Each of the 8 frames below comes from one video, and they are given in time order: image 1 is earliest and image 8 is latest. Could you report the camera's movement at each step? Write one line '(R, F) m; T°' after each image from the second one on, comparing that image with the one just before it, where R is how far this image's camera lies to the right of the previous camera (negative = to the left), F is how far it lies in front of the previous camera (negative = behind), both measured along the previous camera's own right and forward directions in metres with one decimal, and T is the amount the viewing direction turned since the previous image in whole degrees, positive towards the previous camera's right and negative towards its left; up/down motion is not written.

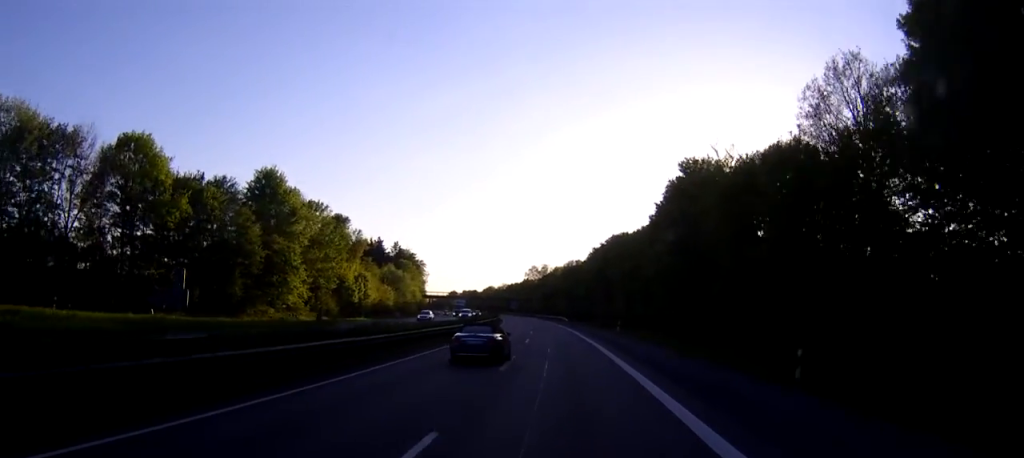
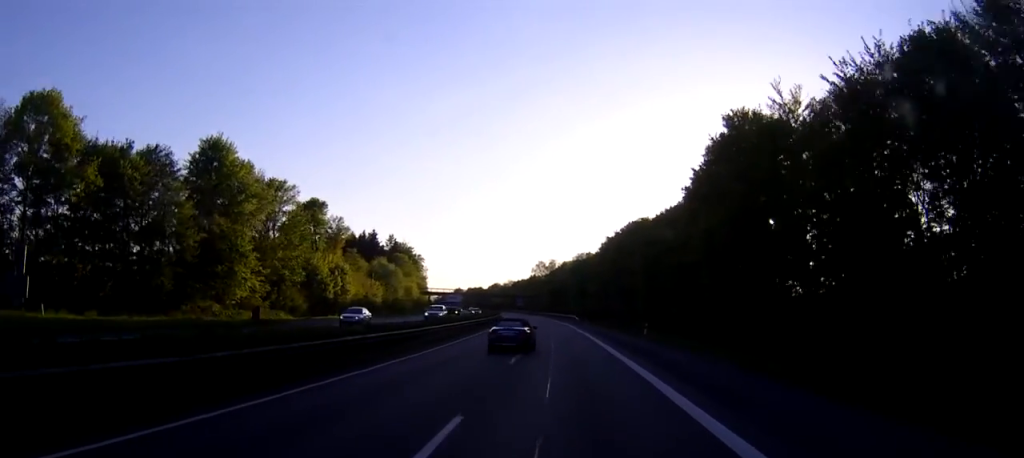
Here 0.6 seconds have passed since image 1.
(-0.2, +16.5) m; -1°
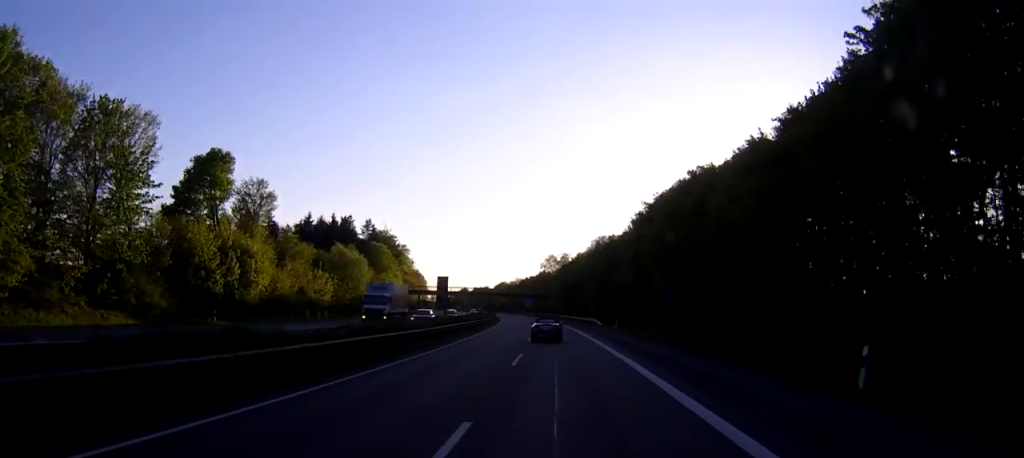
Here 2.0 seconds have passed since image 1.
(-0.2, +36.6) m; -1°
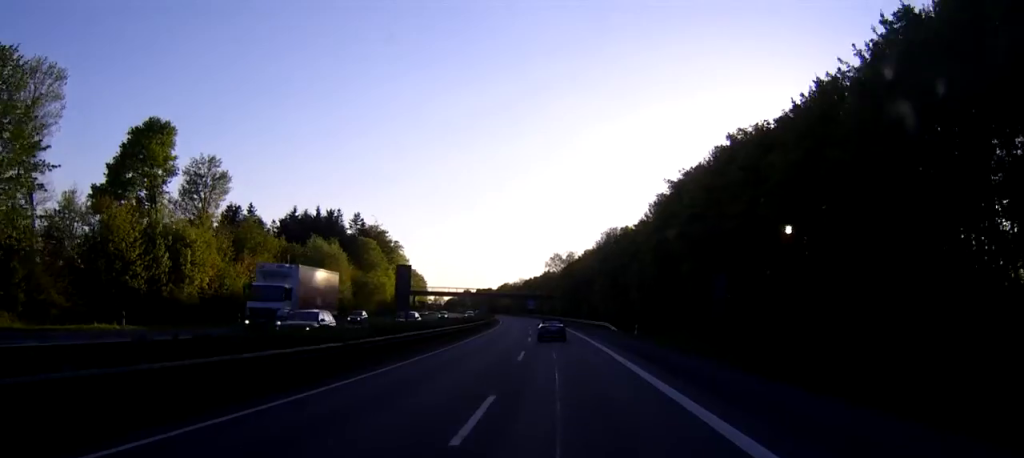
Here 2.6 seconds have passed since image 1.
(0.0, +13.9) m; 0°
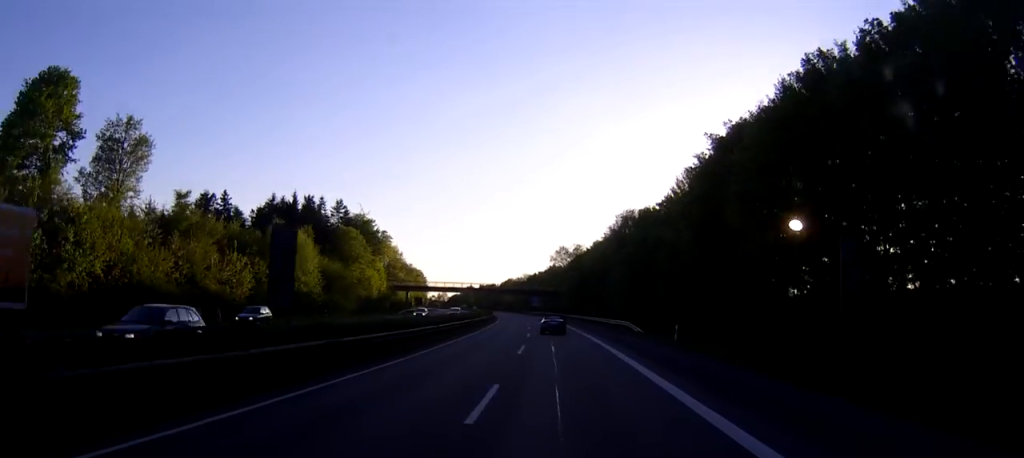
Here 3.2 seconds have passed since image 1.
(-0.1, +16.5) m; -1°
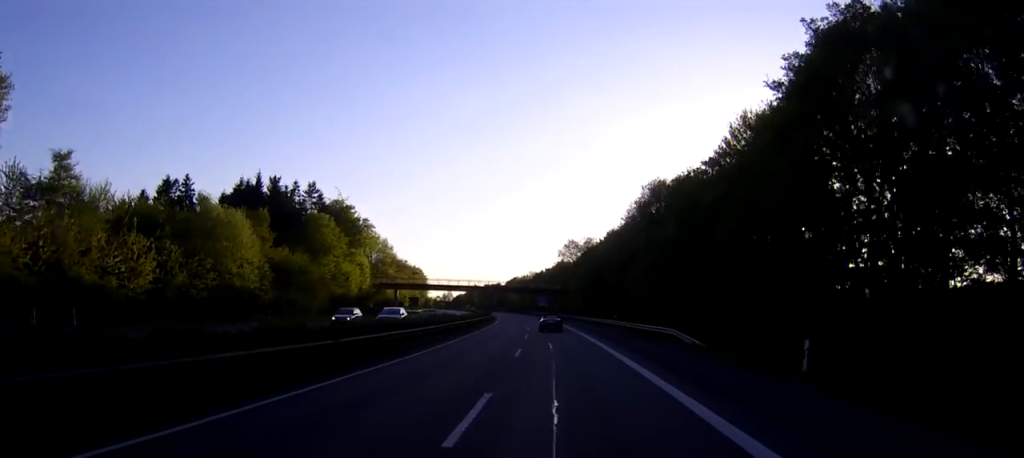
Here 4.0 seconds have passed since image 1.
(-0.1, +19.9) m; -1°
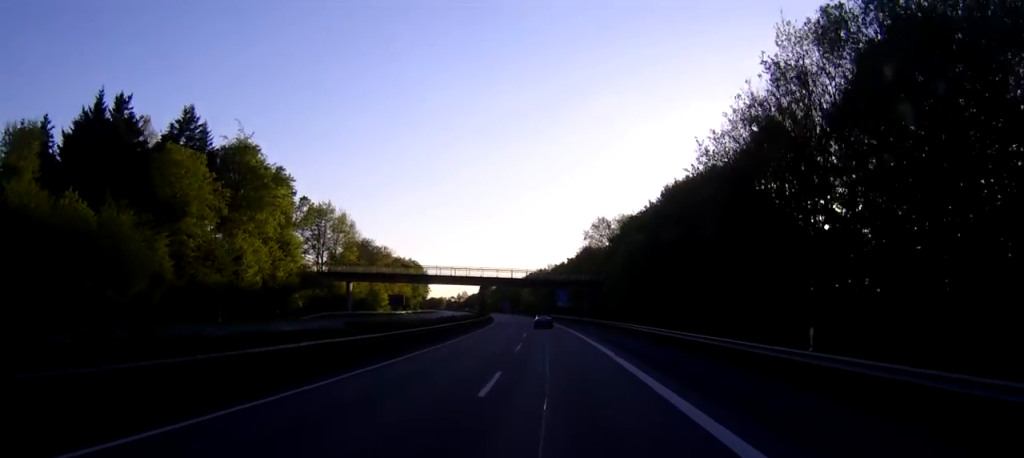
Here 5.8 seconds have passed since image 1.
(-0.8, +48.3) m; -2°
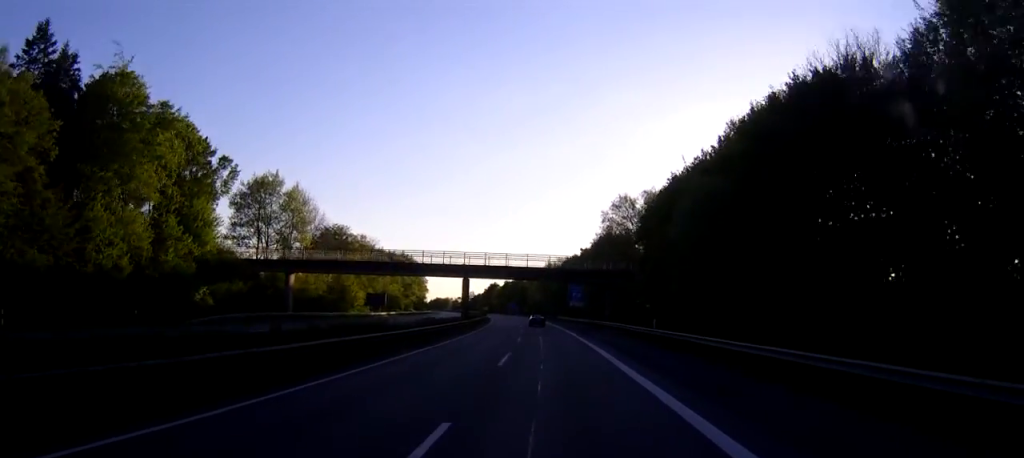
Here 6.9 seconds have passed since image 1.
(-0.3, +27.6) m; -1°
